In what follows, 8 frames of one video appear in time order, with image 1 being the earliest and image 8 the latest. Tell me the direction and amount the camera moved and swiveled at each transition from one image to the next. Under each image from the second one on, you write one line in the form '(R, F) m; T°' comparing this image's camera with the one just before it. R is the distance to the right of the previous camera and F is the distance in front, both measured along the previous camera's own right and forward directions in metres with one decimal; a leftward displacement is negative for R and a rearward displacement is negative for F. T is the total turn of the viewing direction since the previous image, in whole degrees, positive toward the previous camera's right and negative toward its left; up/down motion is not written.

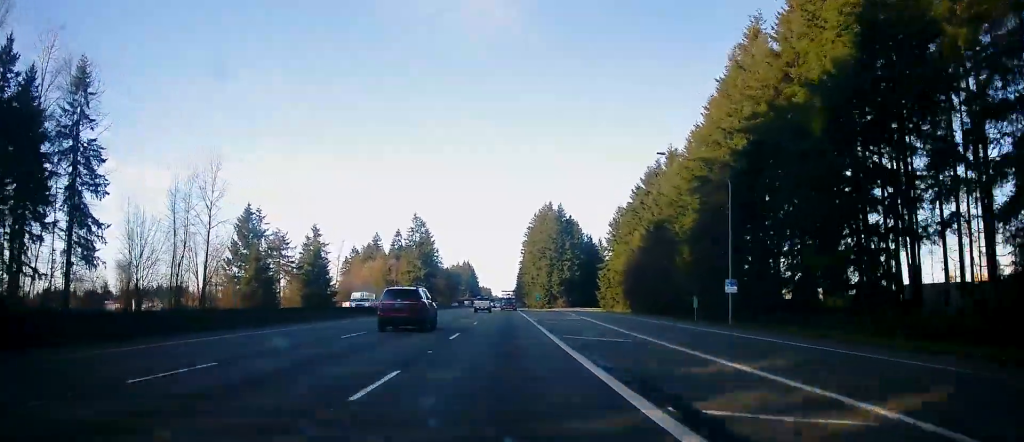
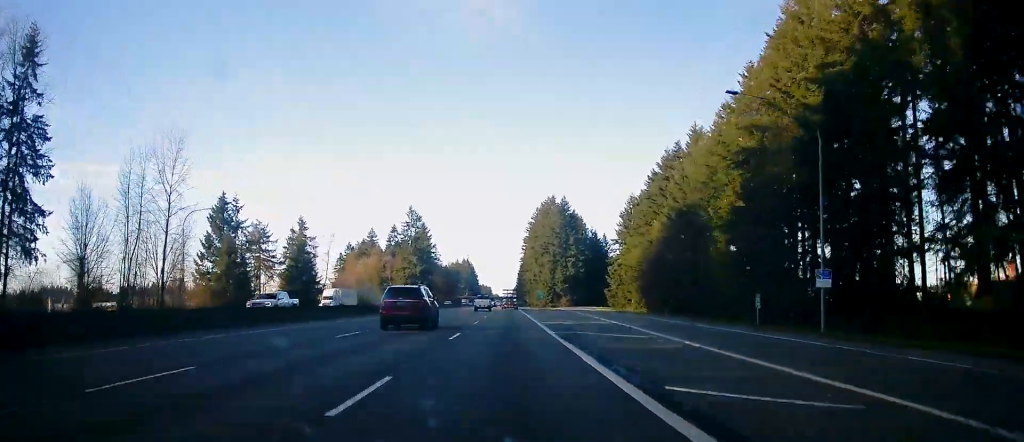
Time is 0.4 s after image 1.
(0.0, +13.3) m; 0°
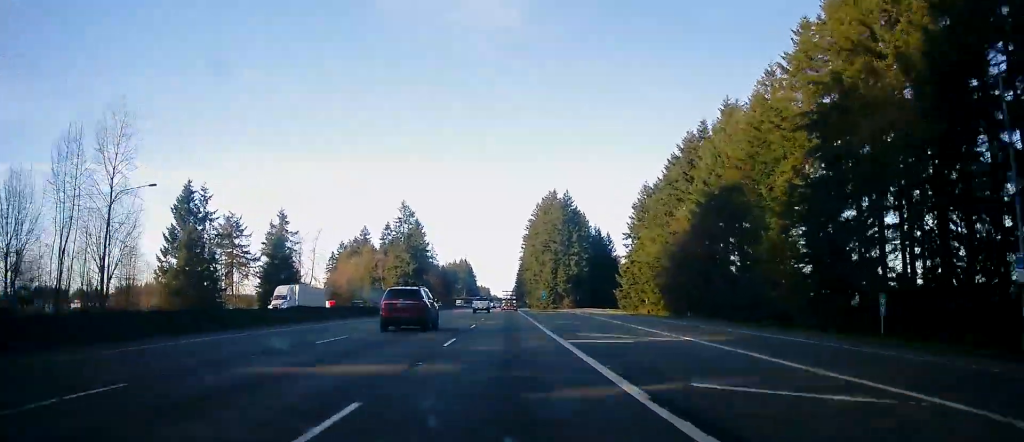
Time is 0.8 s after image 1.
(0.0, +14.4) m; 0°
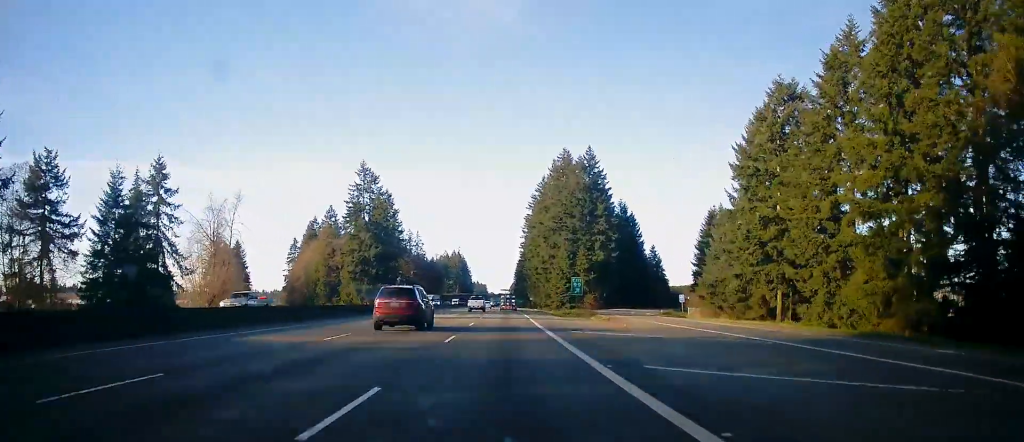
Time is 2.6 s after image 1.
(+0.1, +59.9) m; 0°
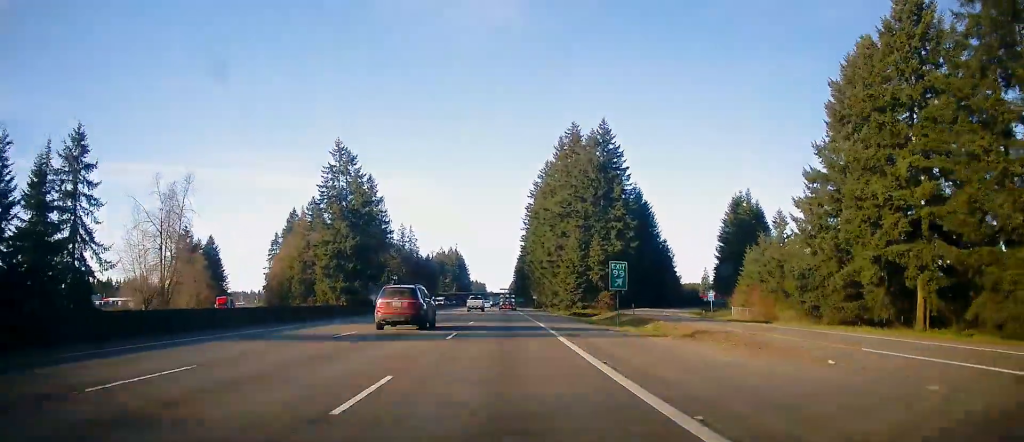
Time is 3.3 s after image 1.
(0.0, +23.3) m; 0°
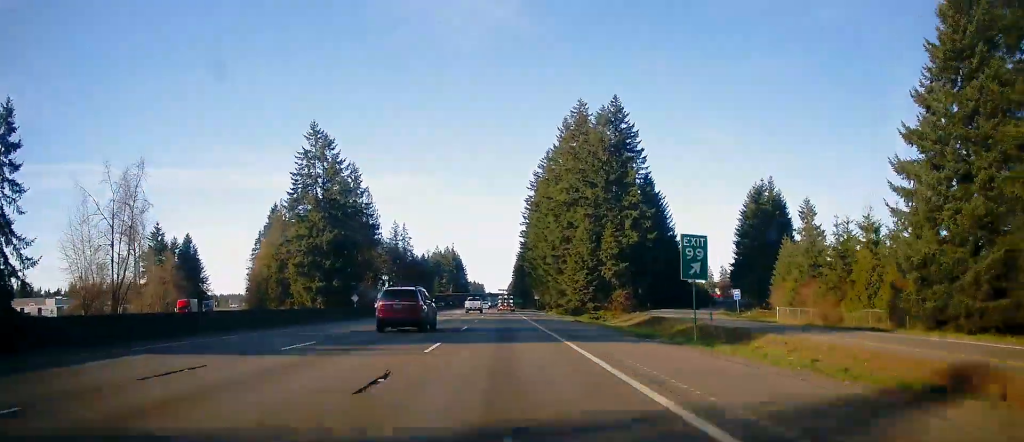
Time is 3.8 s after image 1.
(-0.1, +16.6) m; 0°
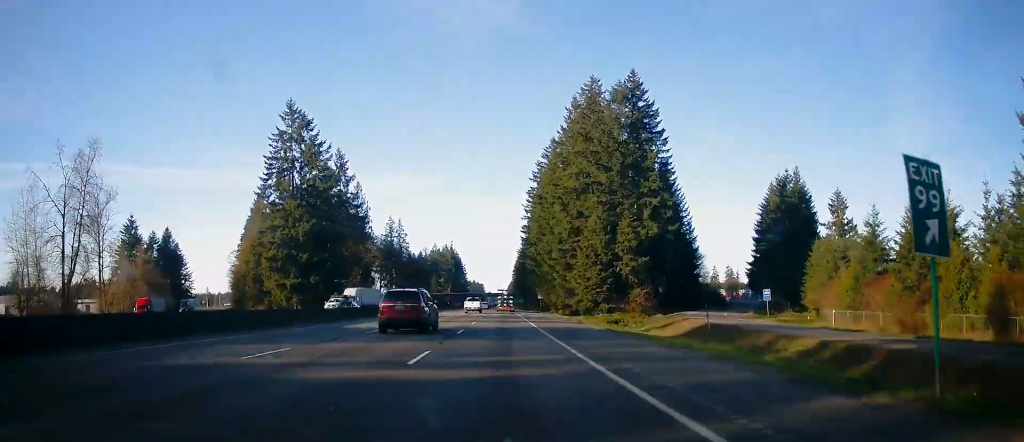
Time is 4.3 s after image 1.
(-0.1, +14.4) m; 0°
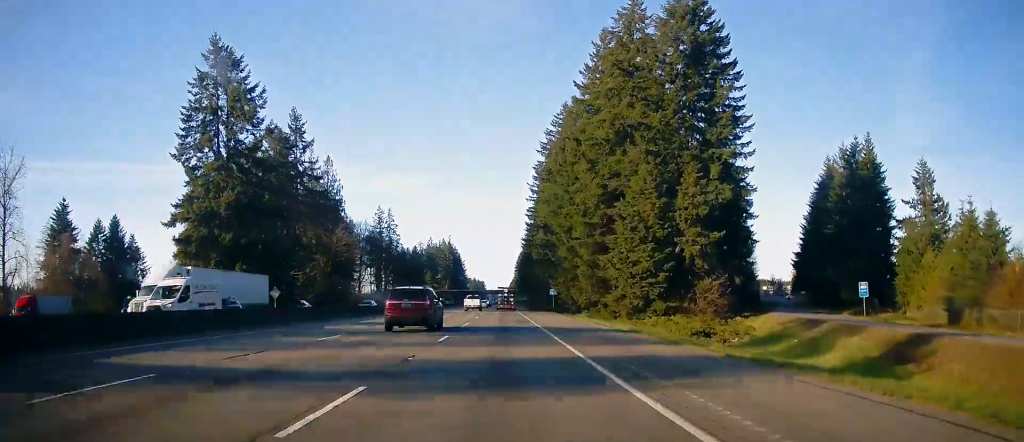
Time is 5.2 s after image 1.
(+0.4, +31.1) m; 0°
